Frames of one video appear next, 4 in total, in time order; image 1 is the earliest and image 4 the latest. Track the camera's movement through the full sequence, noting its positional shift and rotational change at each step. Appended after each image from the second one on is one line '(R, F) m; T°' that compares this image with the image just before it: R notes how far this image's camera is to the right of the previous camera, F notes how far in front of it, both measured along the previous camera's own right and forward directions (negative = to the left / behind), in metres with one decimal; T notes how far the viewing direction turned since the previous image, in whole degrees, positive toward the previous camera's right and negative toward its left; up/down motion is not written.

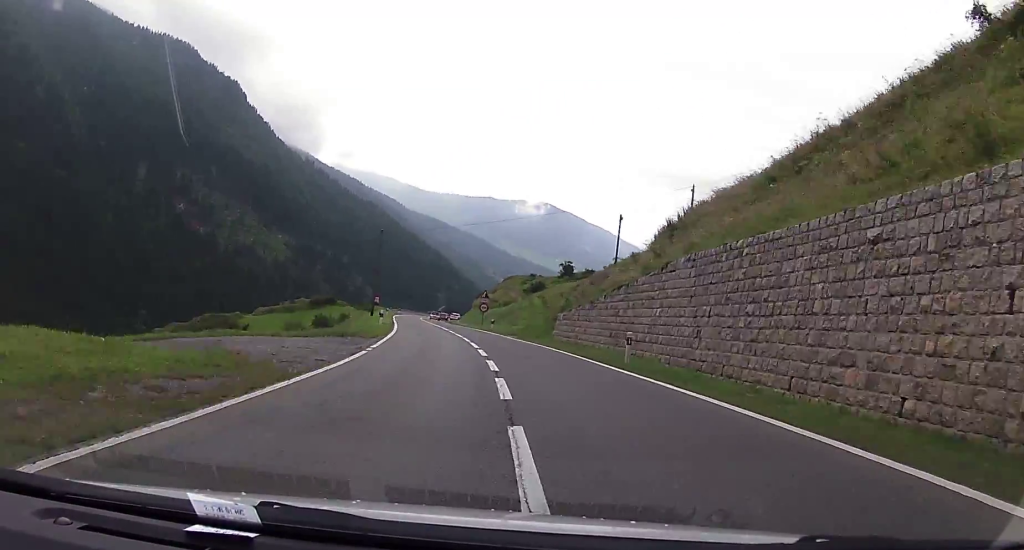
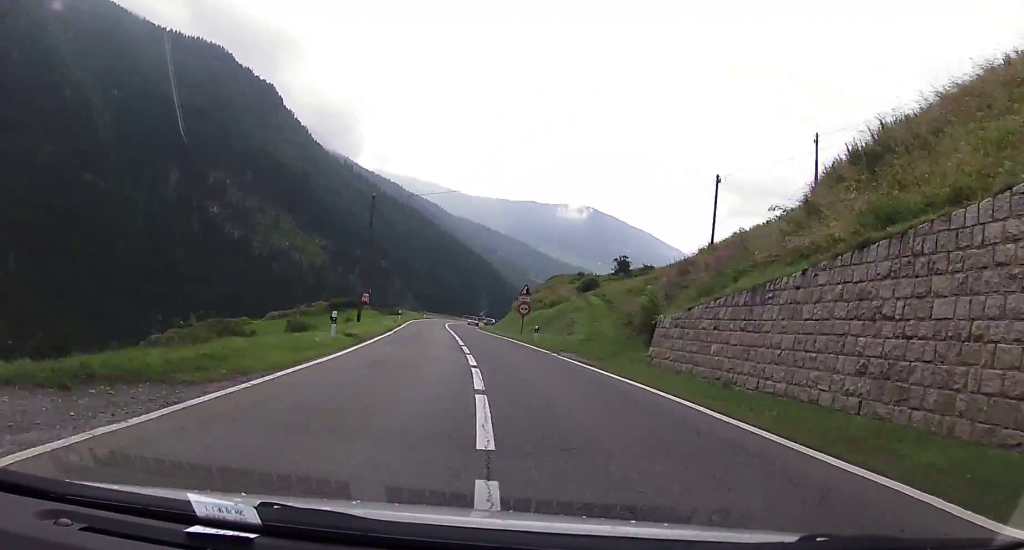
(-0.7, +18.3) m; -4°
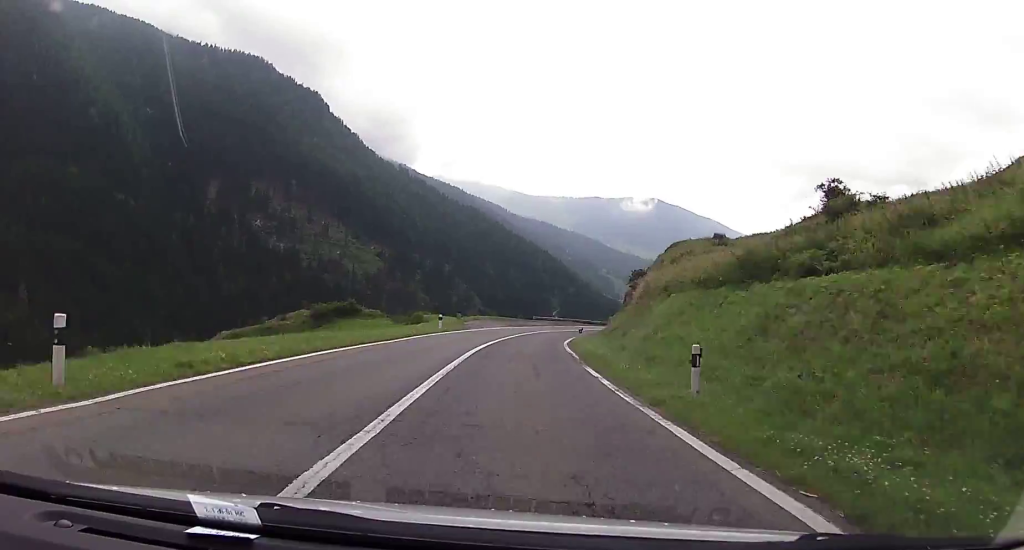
(-3.6, +58.4) m; -5°
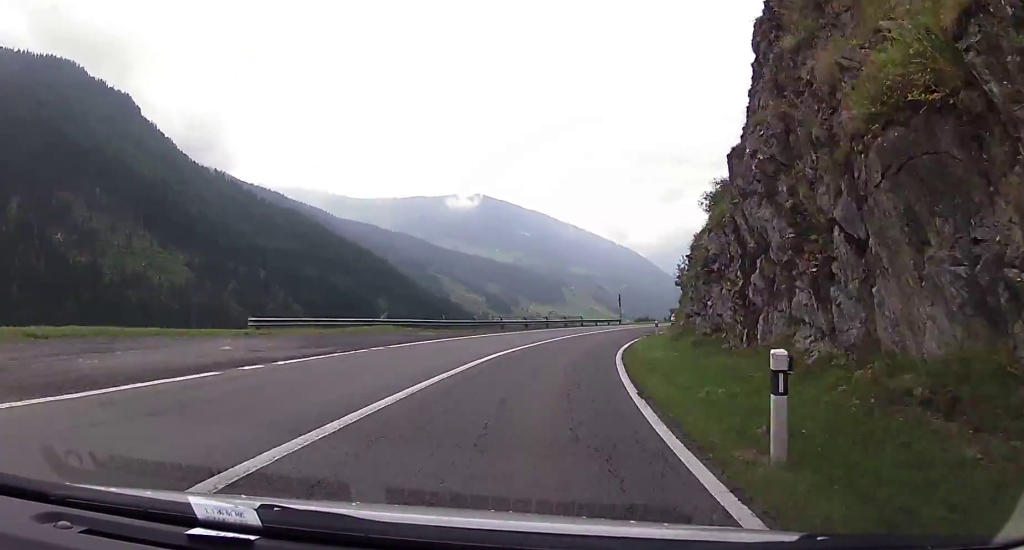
(+5.1, +78.0) m; +12°
